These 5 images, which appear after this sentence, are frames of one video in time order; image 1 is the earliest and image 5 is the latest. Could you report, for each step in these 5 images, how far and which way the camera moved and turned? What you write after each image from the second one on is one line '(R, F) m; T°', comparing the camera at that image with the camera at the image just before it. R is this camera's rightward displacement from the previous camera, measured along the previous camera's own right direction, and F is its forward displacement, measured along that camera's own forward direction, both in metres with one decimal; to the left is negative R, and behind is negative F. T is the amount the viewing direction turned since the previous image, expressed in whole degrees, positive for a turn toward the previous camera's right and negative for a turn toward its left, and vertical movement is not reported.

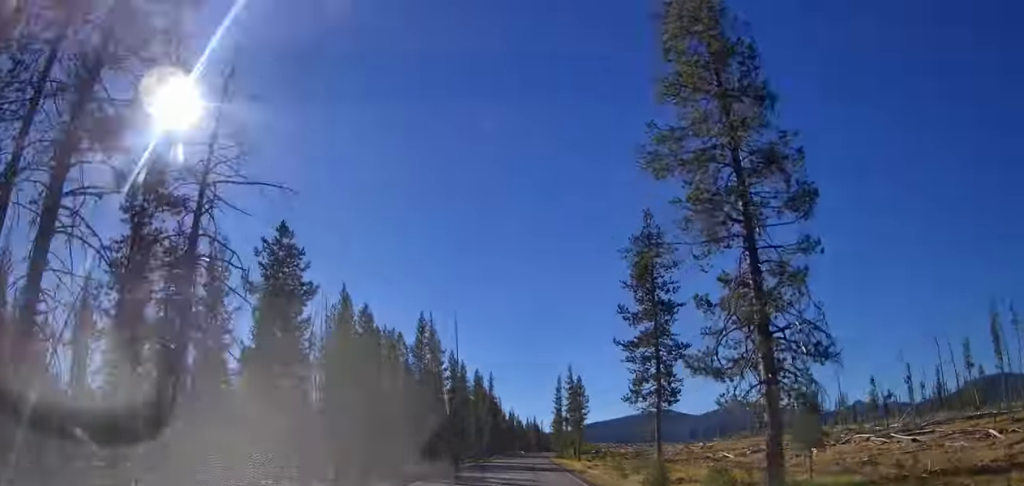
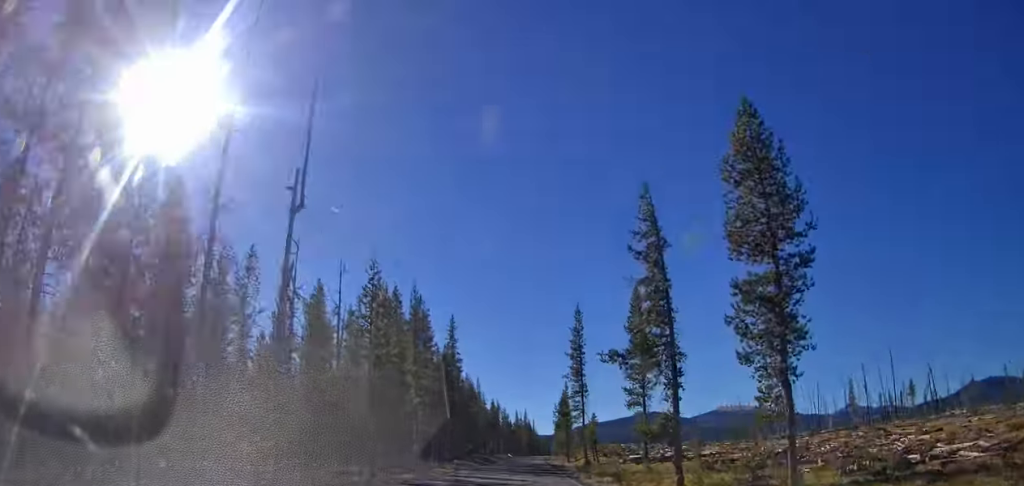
(+0.6, +56.0) m; -1°
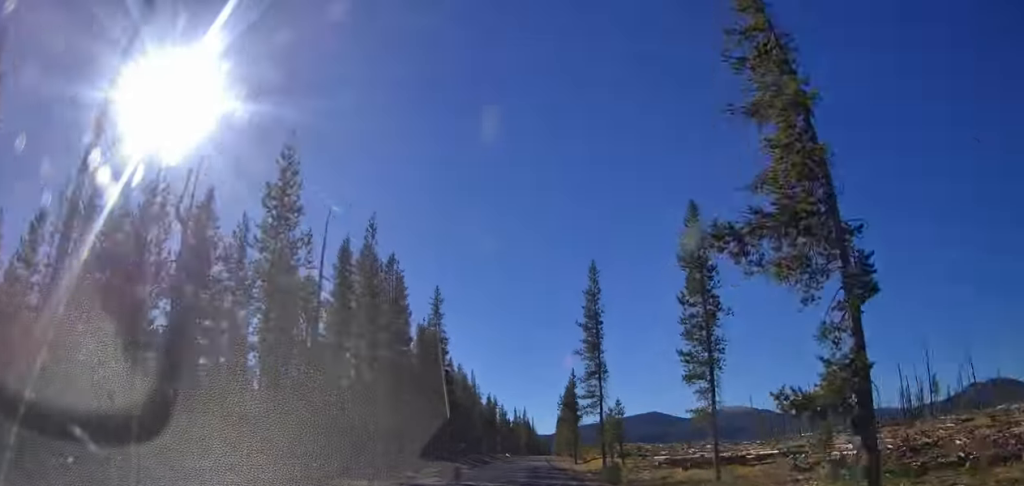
(-0.2, +12.3) m; +1°
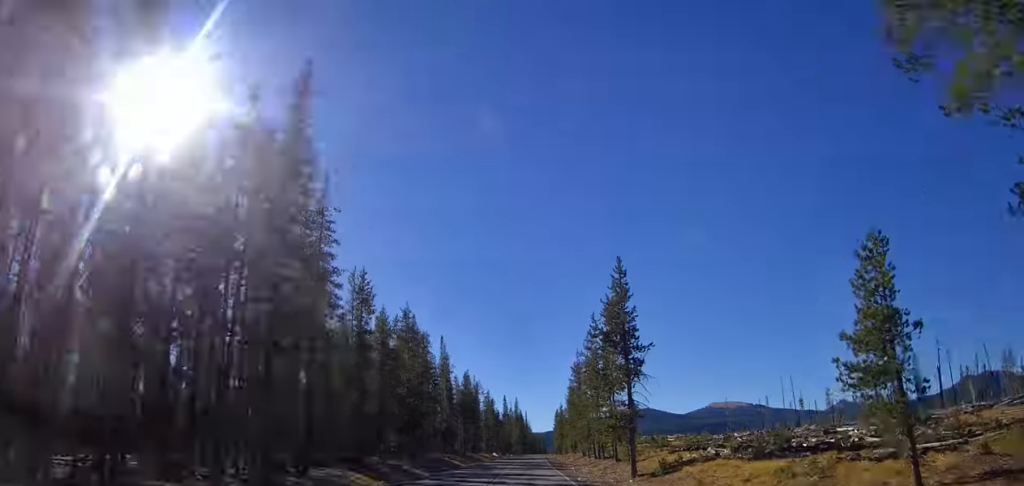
(+0.8, +36.5) m; +1°
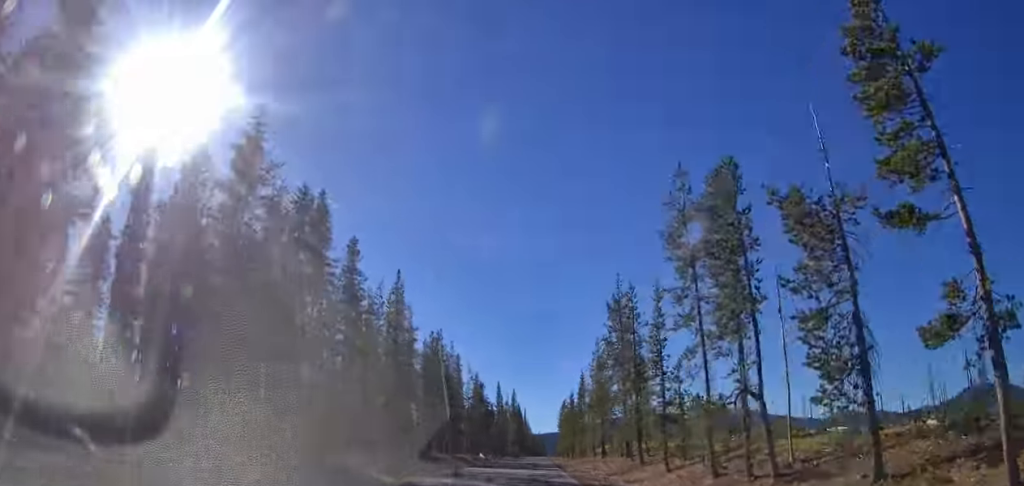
(+0.5, +33.2) m; +2°
